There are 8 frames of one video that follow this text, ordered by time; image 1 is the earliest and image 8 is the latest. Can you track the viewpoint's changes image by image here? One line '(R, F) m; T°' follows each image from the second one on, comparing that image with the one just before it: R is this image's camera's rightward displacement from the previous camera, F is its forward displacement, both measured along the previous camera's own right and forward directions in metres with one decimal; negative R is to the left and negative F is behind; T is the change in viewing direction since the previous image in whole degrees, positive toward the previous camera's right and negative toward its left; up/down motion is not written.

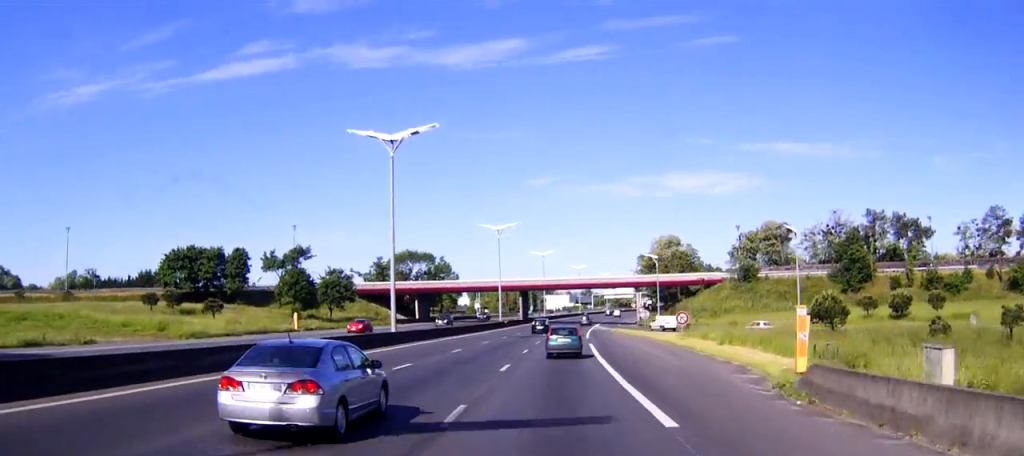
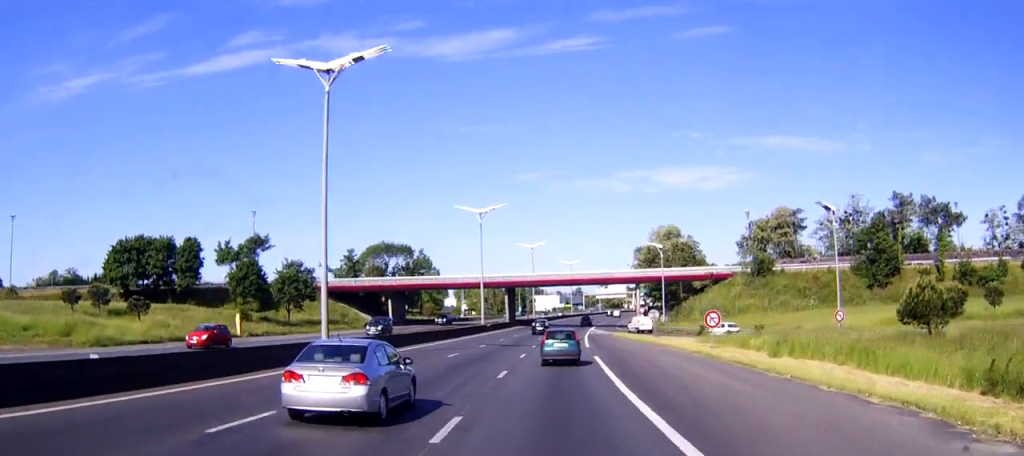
(0.0, +13.6) m; +1°
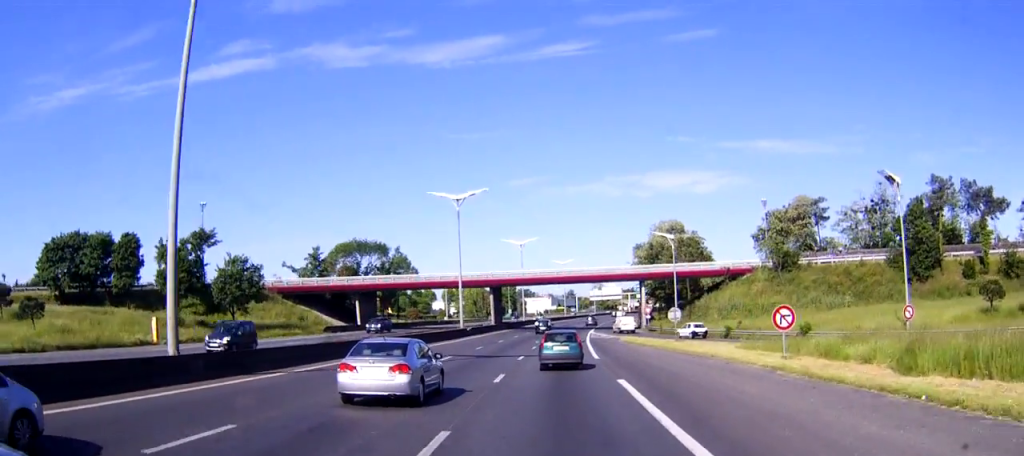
(+0.2, +14.8) m; +1°
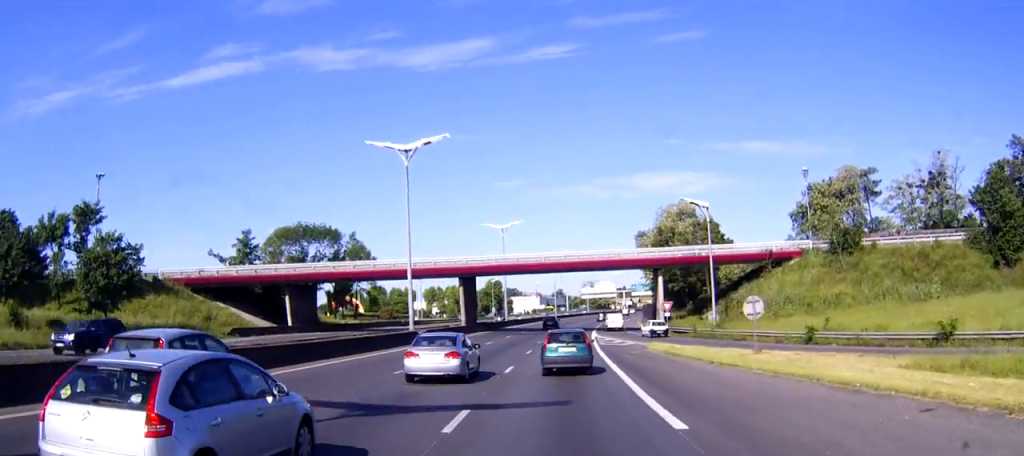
(+0.4, +23.0) m; +1°
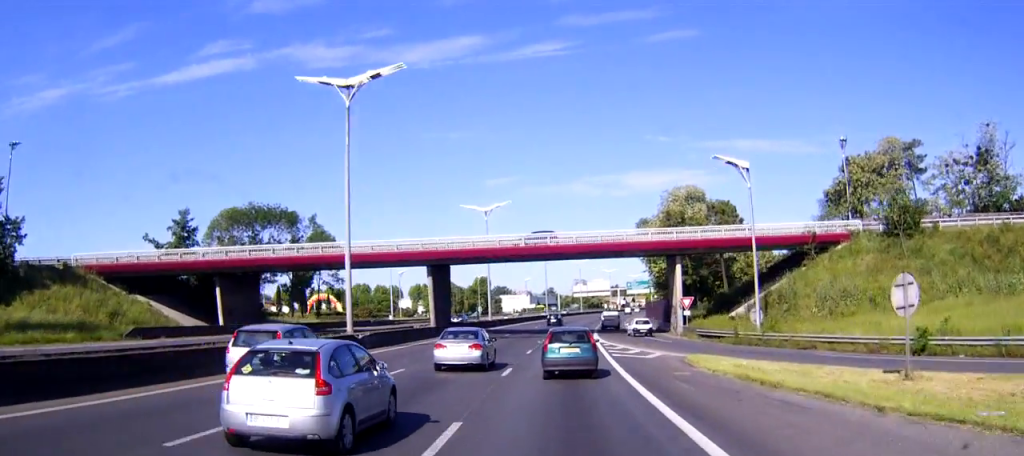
(0.0, +14.8) m; 0°
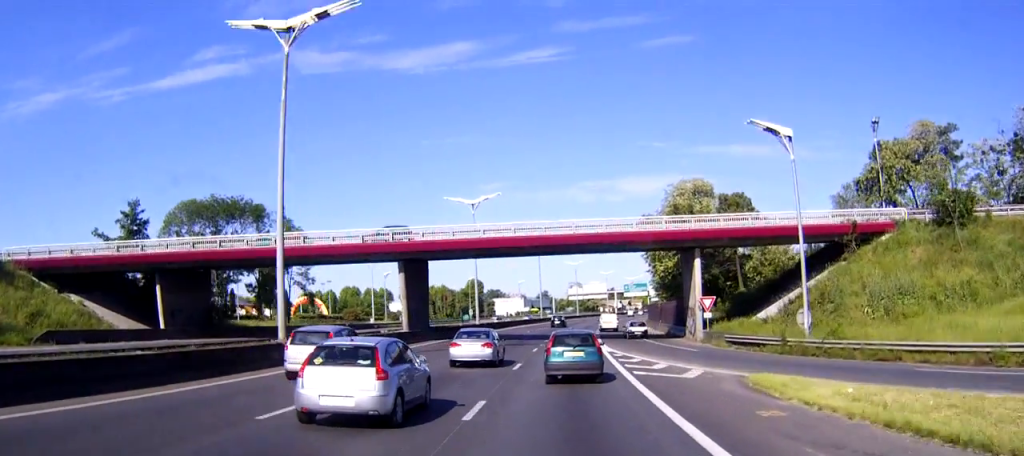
(0.0, +9.5) m; 0°
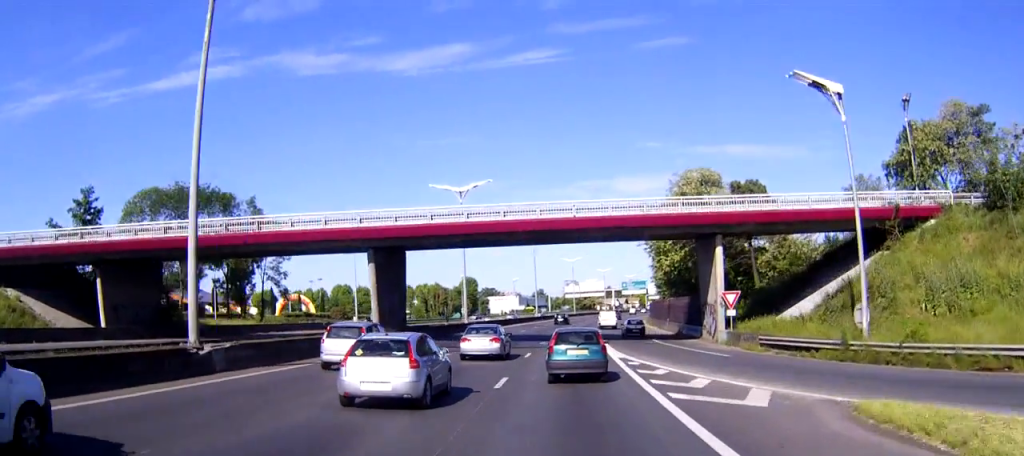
(0.0, +7.6) m; 0°
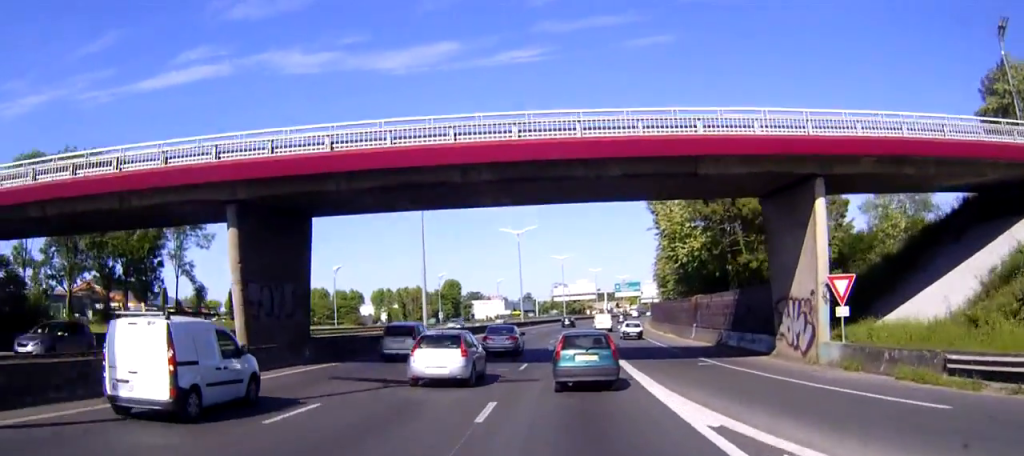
(0.0, +18.1) m; +1°
